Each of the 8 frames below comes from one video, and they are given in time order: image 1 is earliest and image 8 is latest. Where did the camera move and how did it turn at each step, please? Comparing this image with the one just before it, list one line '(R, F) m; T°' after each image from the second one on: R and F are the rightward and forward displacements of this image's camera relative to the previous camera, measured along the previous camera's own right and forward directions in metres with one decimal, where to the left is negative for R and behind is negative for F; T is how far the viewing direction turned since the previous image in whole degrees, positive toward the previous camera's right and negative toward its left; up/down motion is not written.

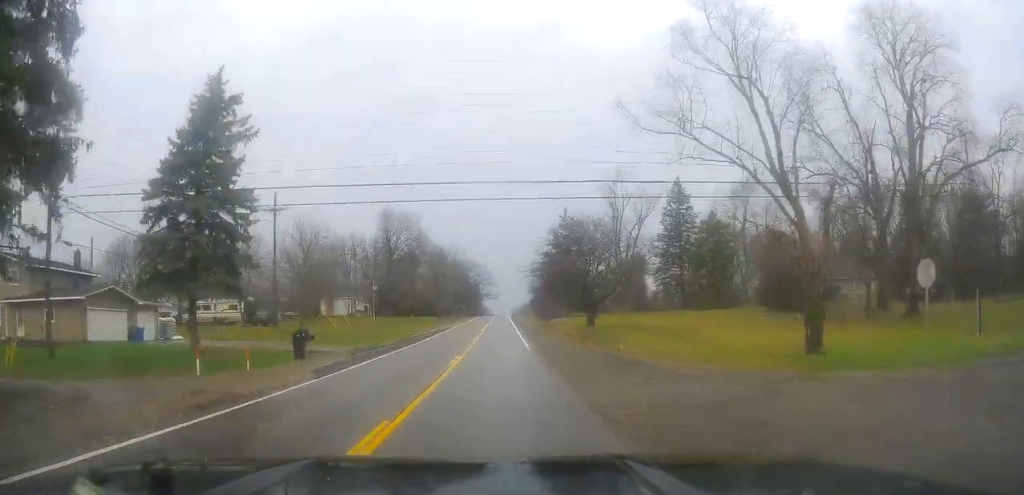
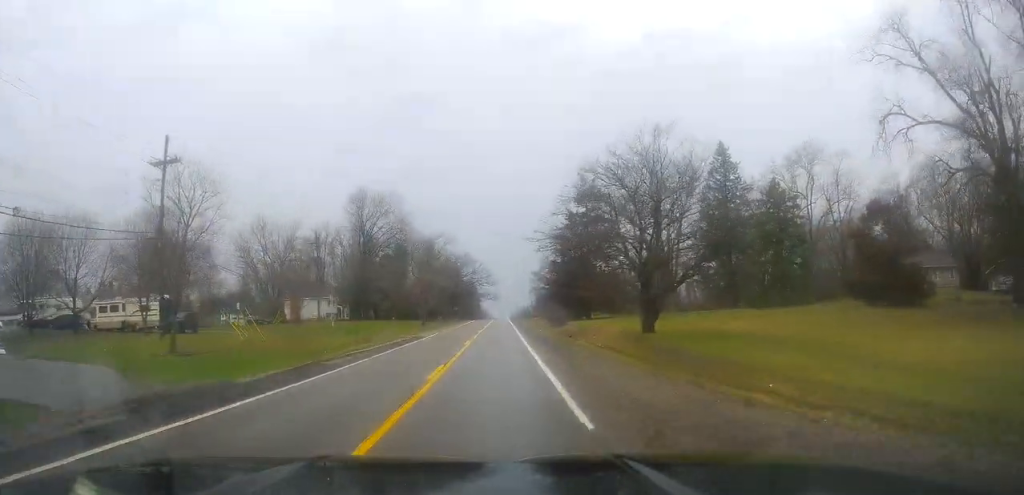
(-0.3, +20.8) m; +1°
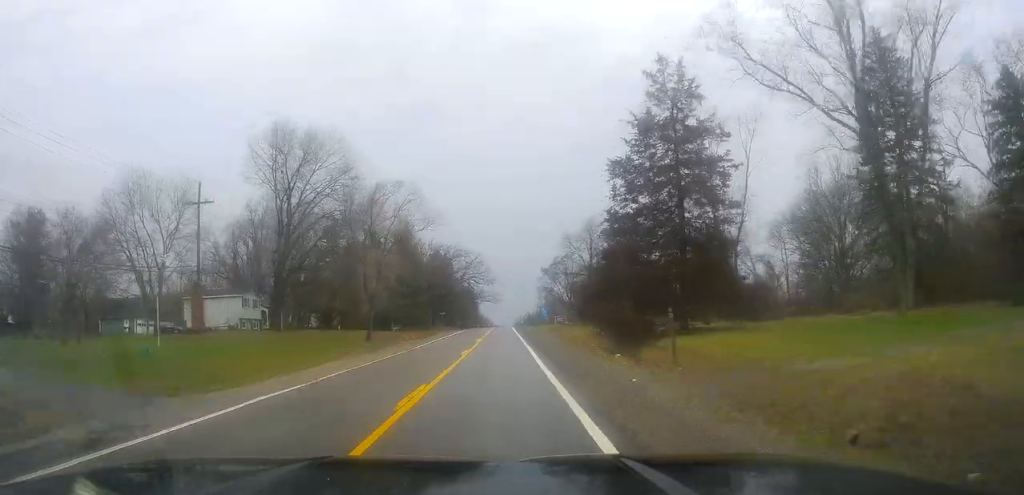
(+0.8, +35.5) m; 0°
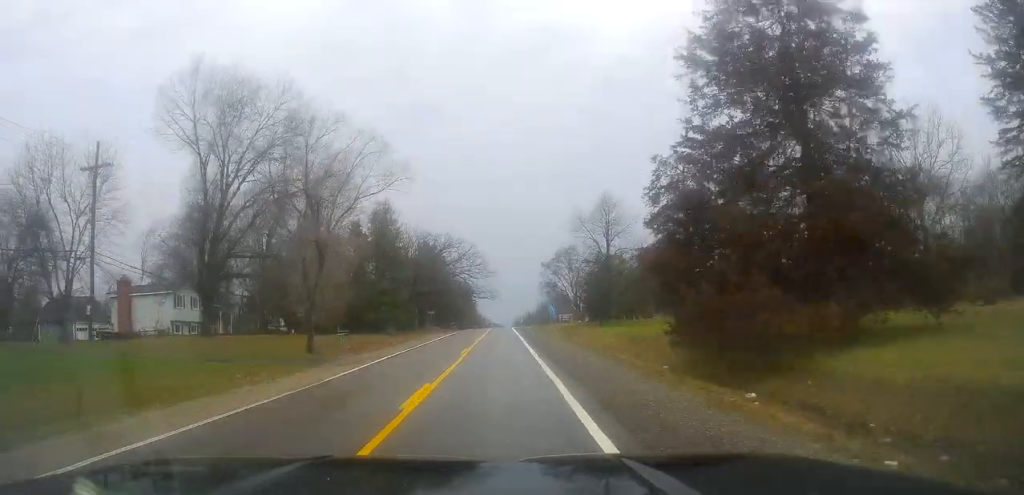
(-0.2, +15.1) m; -1°
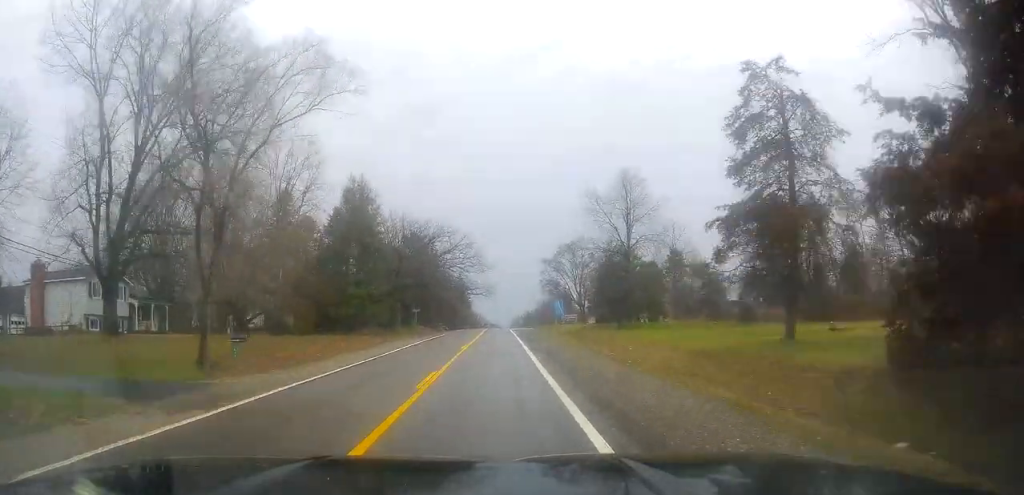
(-0.3, +12.8) m; +1°
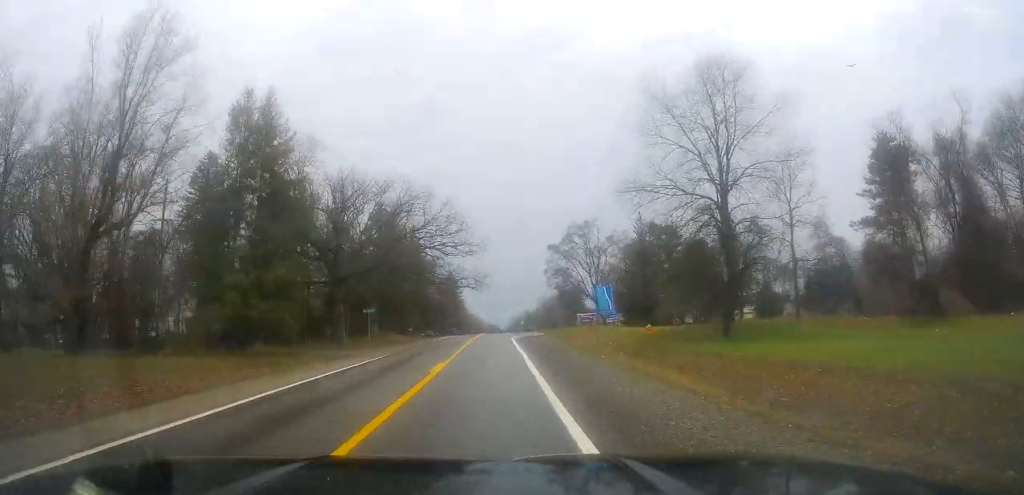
(+0.7, +26.6) m; 0°
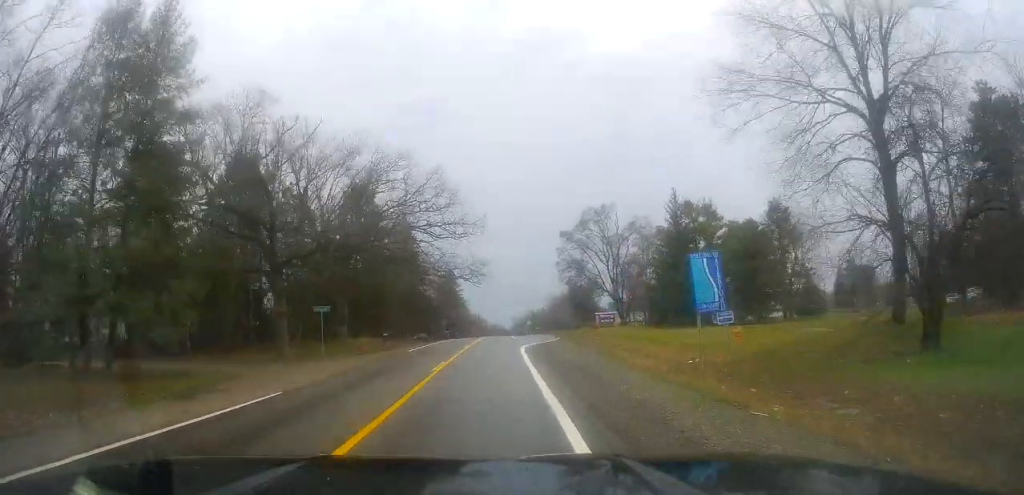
(-0.6, +14.7) m; 0°
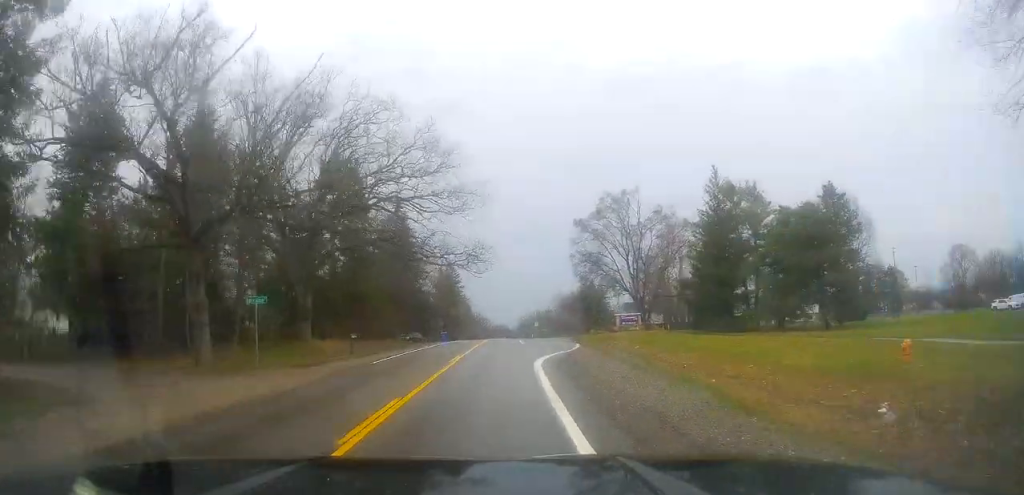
(+0.1, +11.1) m; 0°
